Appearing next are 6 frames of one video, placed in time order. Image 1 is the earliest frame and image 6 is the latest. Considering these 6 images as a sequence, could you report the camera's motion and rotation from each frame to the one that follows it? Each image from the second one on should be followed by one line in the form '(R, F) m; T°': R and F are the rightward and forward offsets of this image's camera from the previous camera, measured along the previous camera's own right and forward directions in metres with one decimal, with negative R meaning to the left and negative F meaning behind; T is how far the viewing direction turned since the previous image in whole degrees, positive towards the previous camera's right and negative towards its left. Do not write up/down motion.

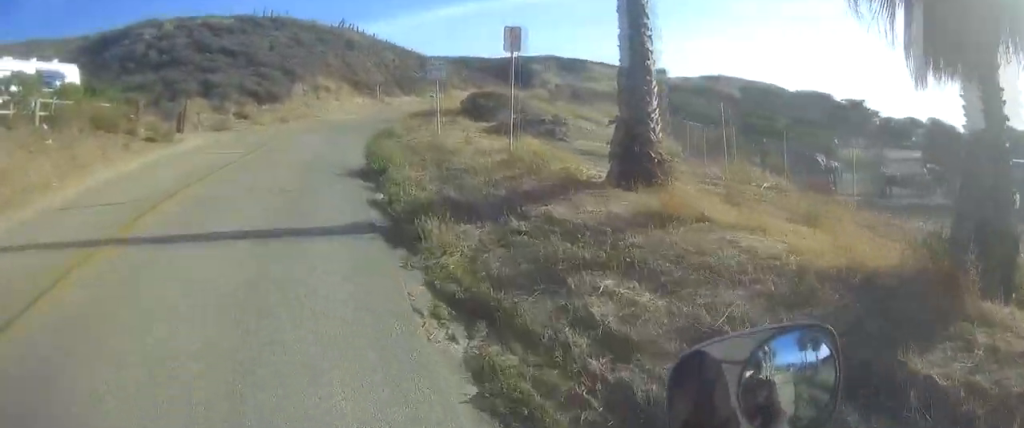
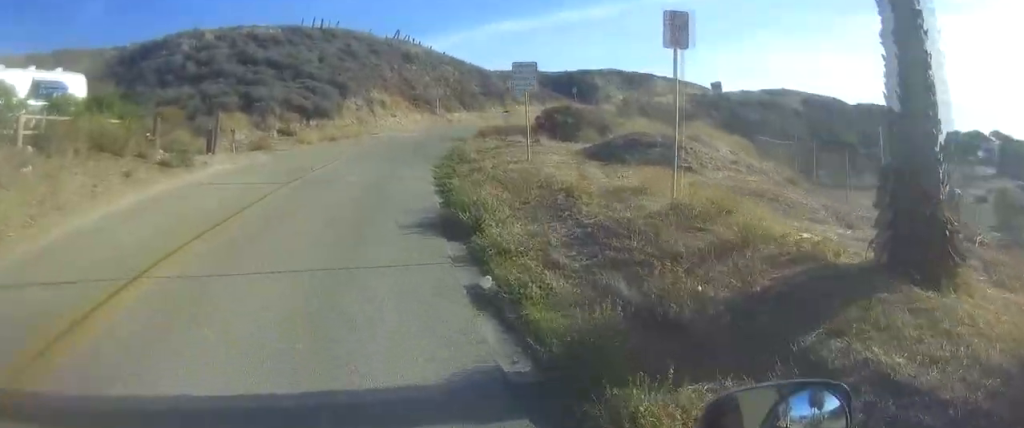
(-0.2, +4.3) m; -6°
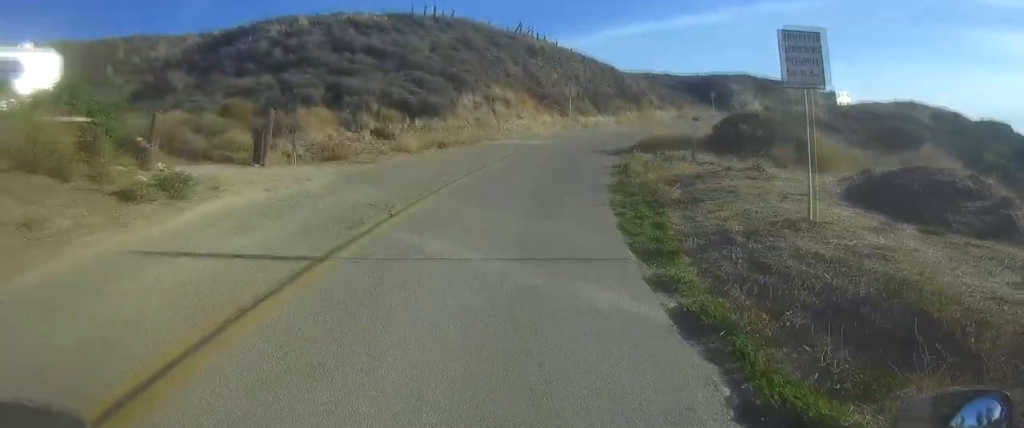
(+0.1, +8.4) m; +5°
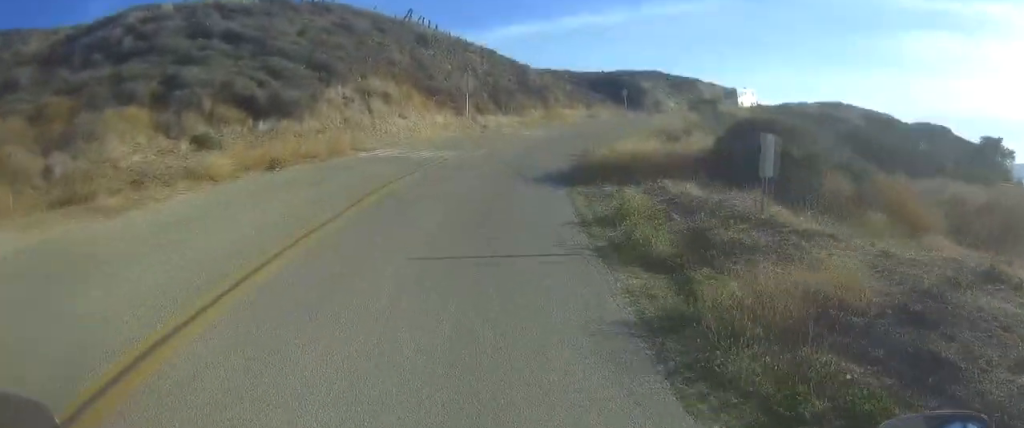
(+0.2, +8.8) m; -2°
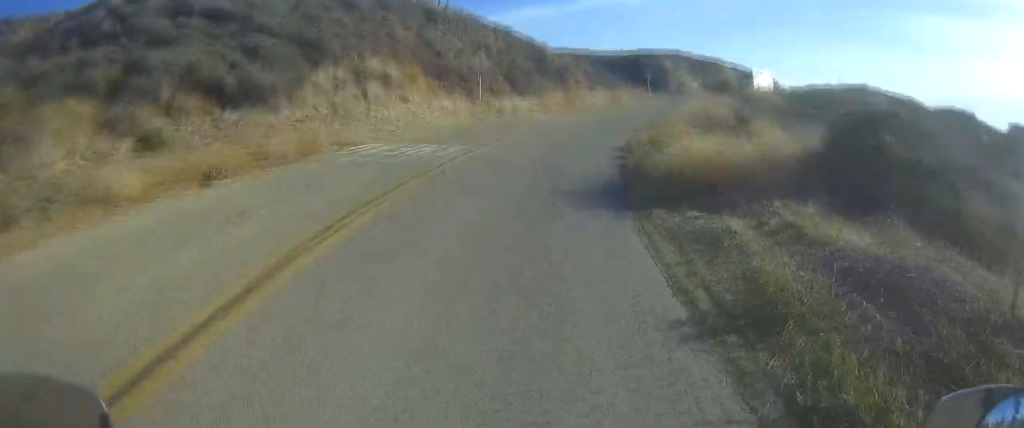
(-0.2, +3.8) m; +5°
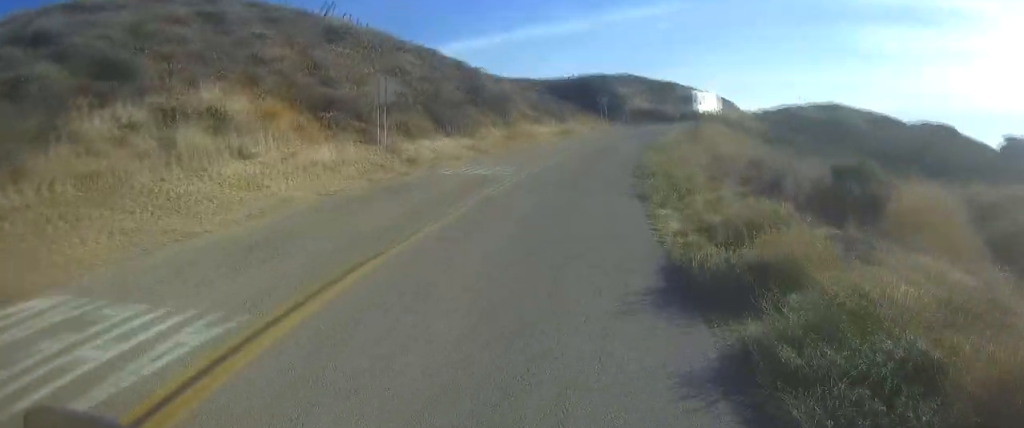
(+1.8, +10.1) m; +16°
